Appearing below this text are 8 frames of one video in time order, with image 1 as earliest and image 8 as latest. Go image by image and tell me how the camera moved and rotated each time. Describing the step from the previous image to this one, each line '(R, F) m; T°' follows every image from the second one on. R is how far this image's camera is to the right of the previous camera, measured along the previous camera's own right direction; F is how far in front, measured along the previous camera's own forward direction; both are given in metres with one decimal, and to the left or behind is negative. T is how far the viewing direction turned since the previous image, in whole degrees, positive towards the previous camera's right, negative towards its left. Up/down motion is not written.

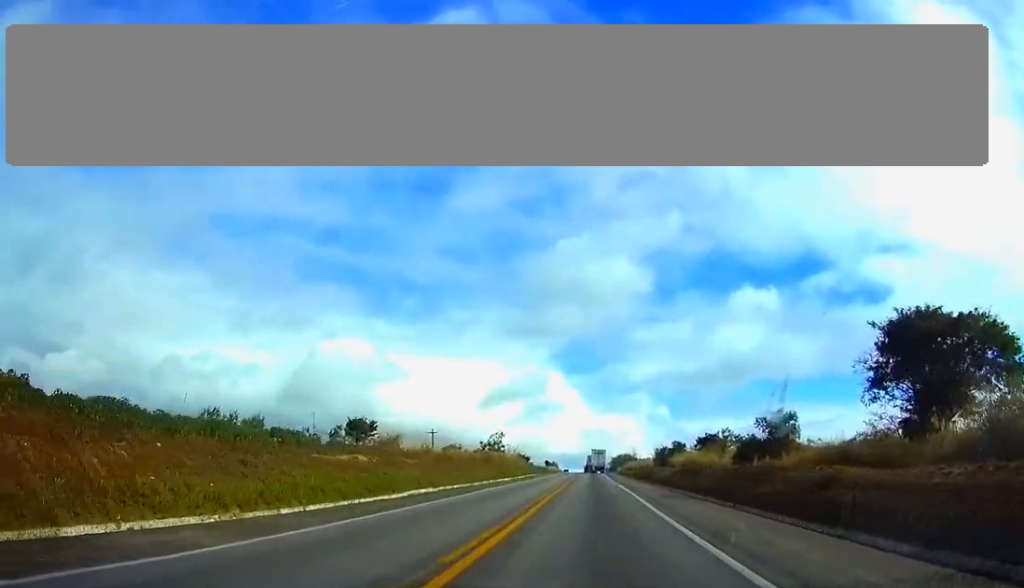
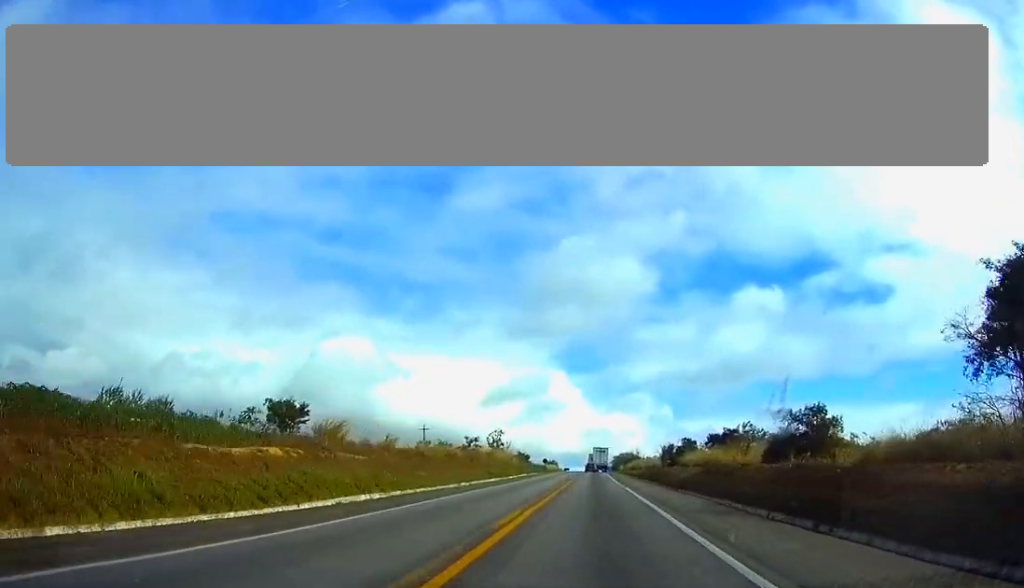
(0.0, +11.0) m; 0°
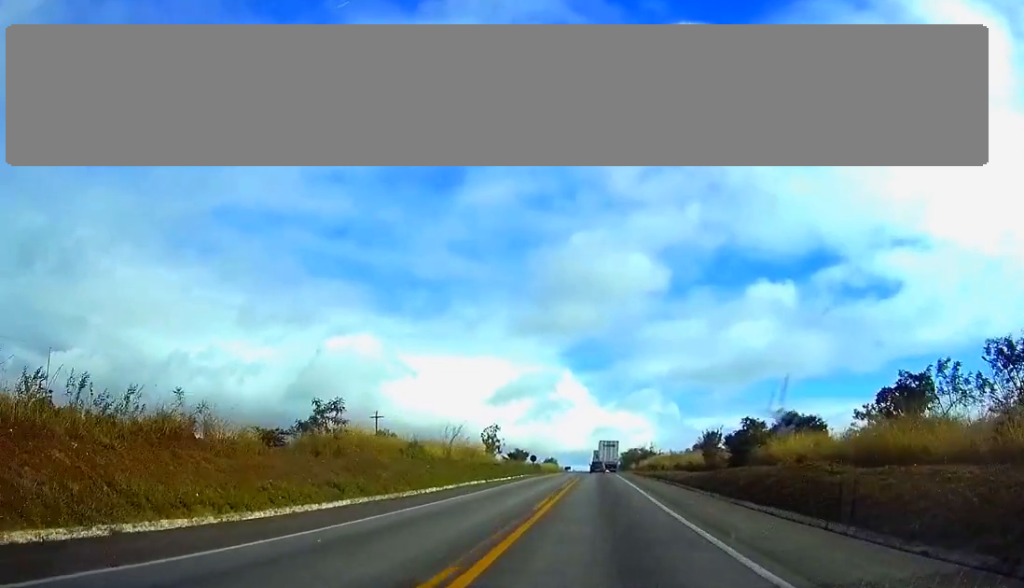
(0.0, +42.9) m; 0°
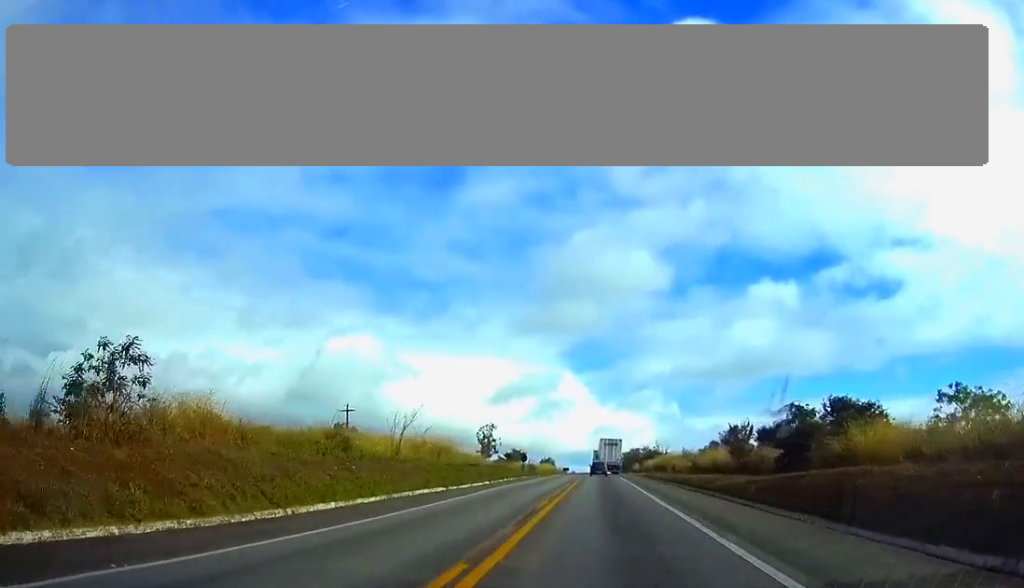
(0.0, +16.4) m; 0°
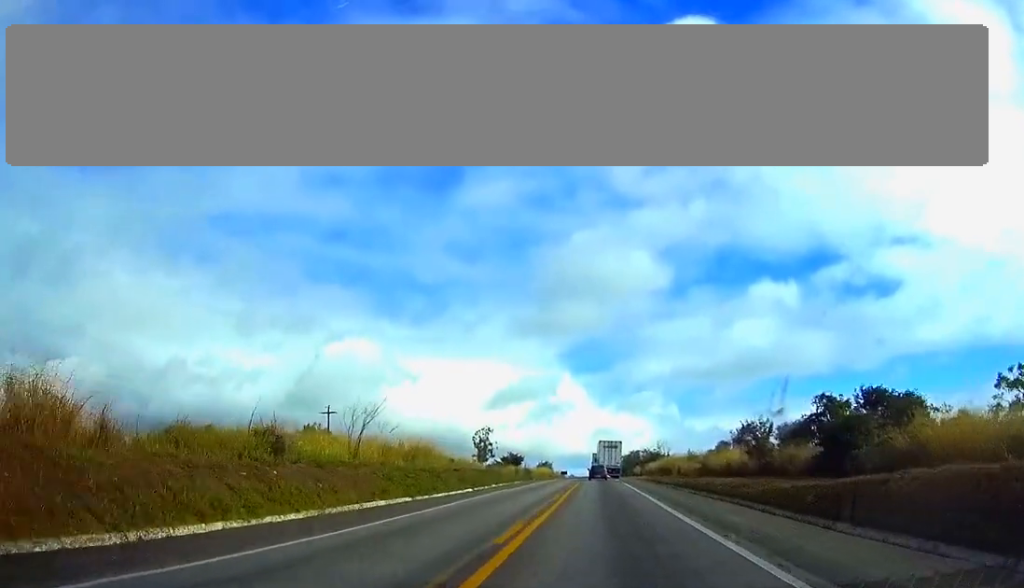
(0.0, +8.0) m; 0°
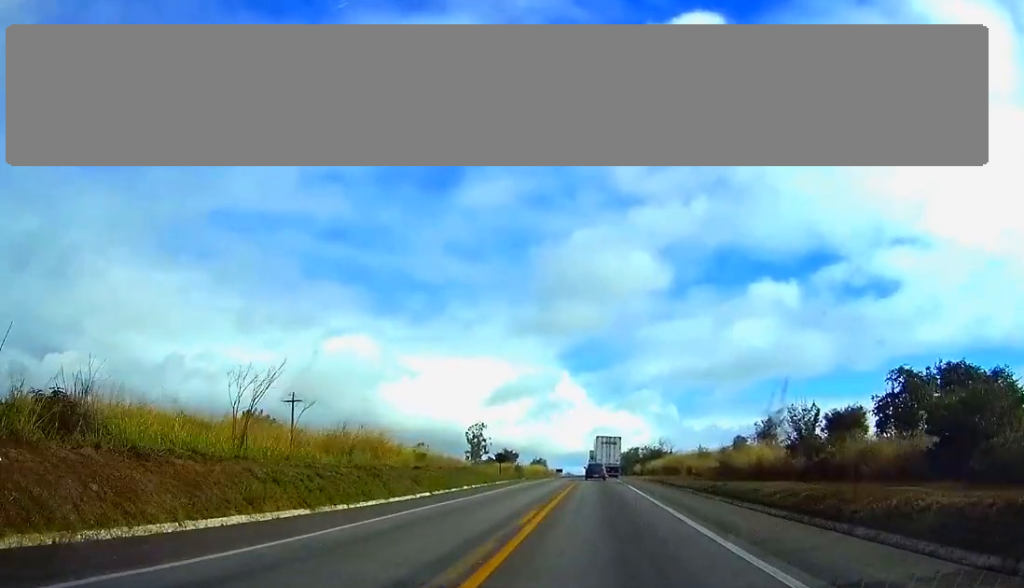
(0.0, +13.1) m; 0°
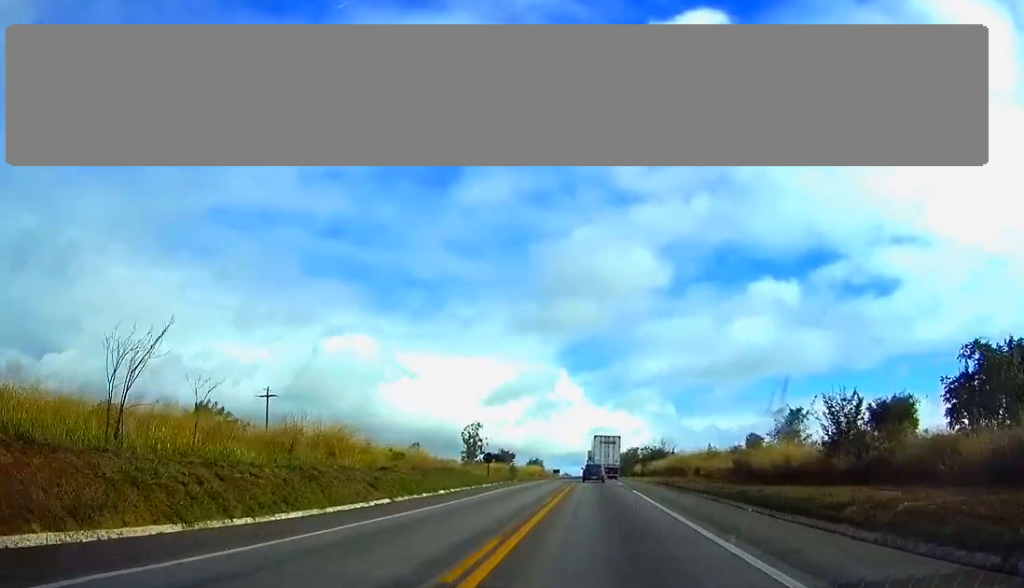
(-0.1, +7.9) m; 0°
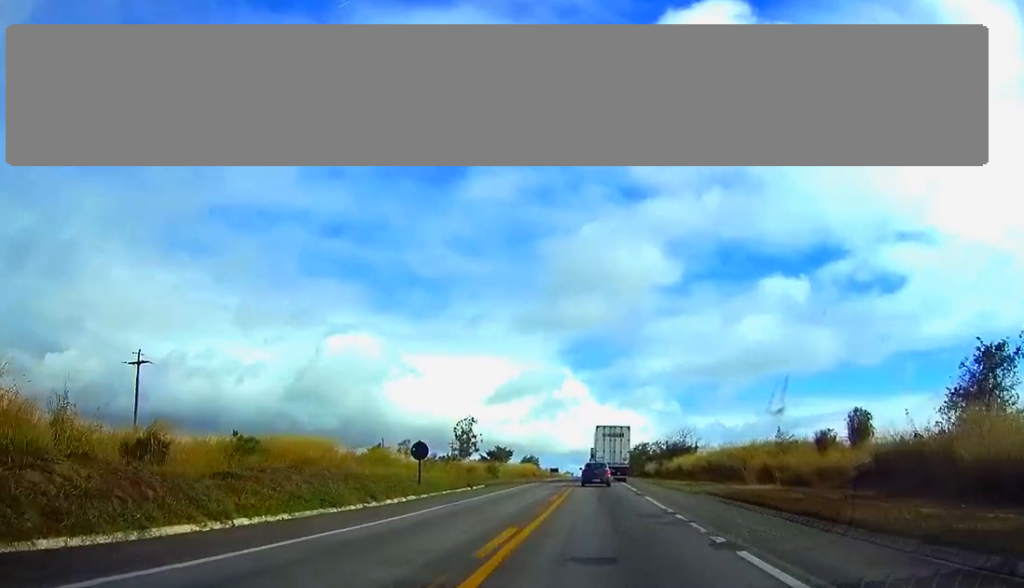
(+0.3, +29.6) m; 0°
